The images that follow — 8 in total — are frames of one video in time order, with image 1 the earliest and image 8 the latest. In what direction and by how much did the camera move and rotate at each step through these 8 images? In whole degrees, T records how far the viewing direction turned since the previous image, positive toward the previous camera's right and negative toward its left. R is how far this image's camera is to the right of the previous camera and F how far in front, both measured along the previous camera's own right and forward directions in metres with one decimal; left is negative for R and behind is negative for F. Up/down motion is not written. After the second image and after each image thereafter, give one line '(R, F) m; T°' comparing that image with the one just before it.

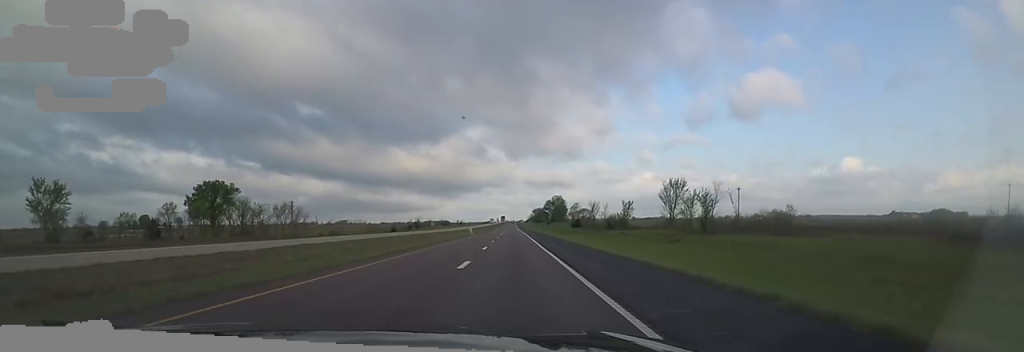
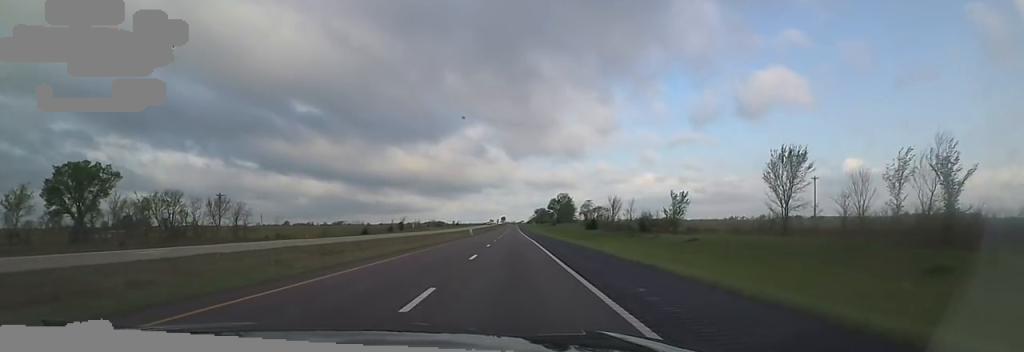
(-0.3, +32.4) m; -1°
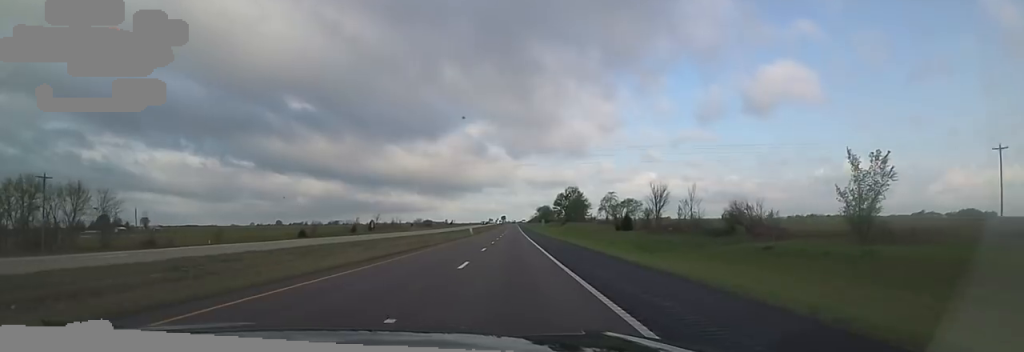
(0.0, +40.3) m; +2°
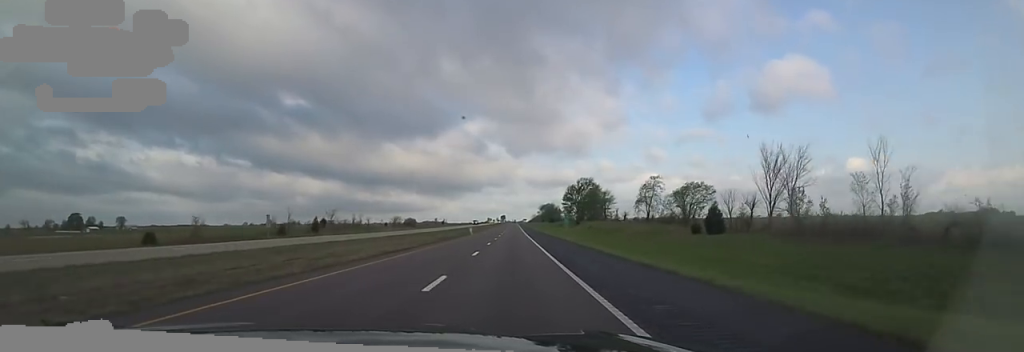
(+1.3, +42.6) m; 0°
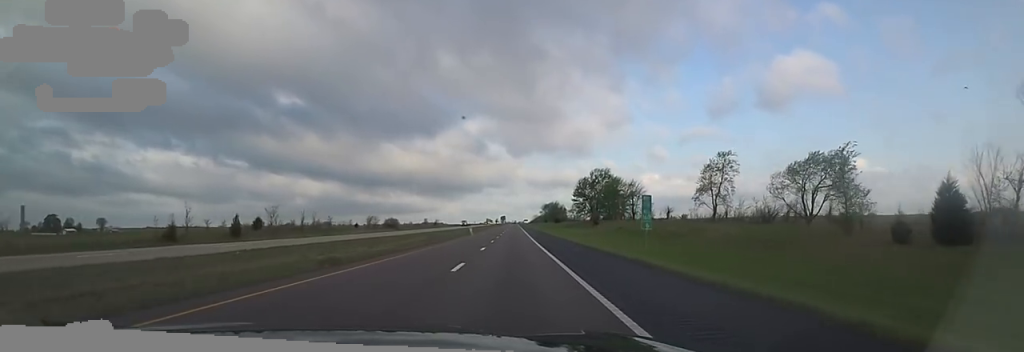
(-1.3, +32.2) m; -2°
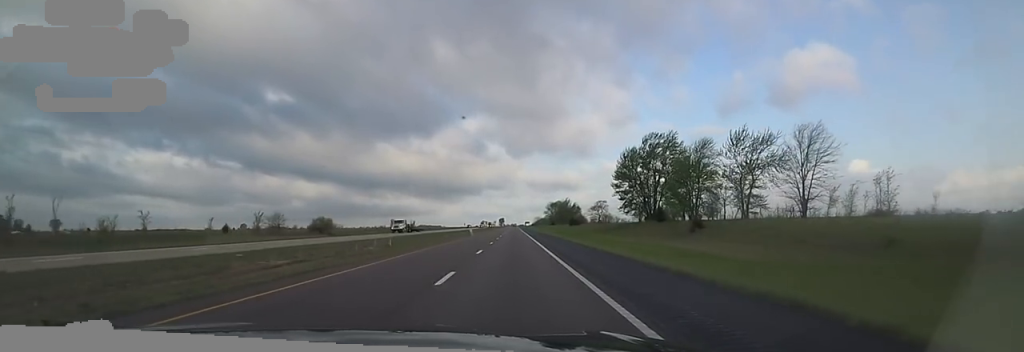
(0.0, +64.1) m; +2°
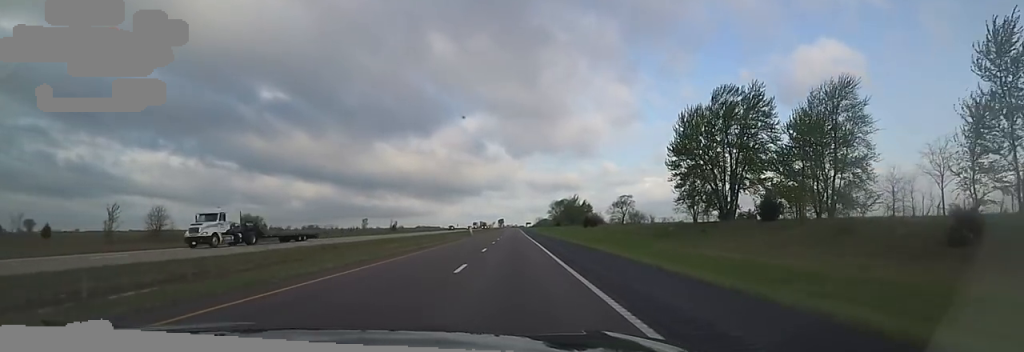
(+1.3, +33.2) m; 0°
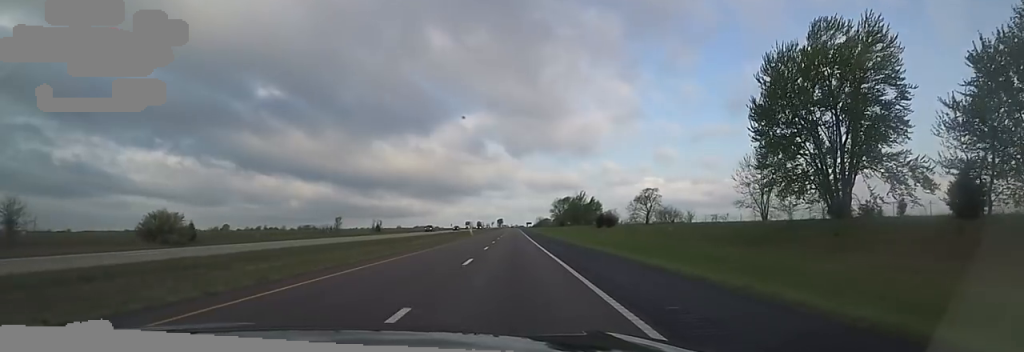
(-0.7, +21.8) m; -1°
